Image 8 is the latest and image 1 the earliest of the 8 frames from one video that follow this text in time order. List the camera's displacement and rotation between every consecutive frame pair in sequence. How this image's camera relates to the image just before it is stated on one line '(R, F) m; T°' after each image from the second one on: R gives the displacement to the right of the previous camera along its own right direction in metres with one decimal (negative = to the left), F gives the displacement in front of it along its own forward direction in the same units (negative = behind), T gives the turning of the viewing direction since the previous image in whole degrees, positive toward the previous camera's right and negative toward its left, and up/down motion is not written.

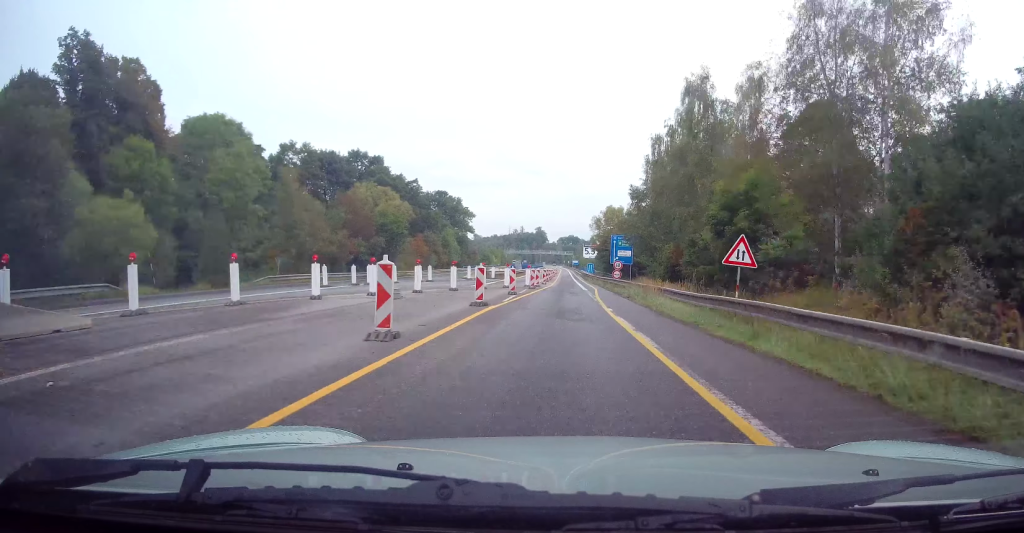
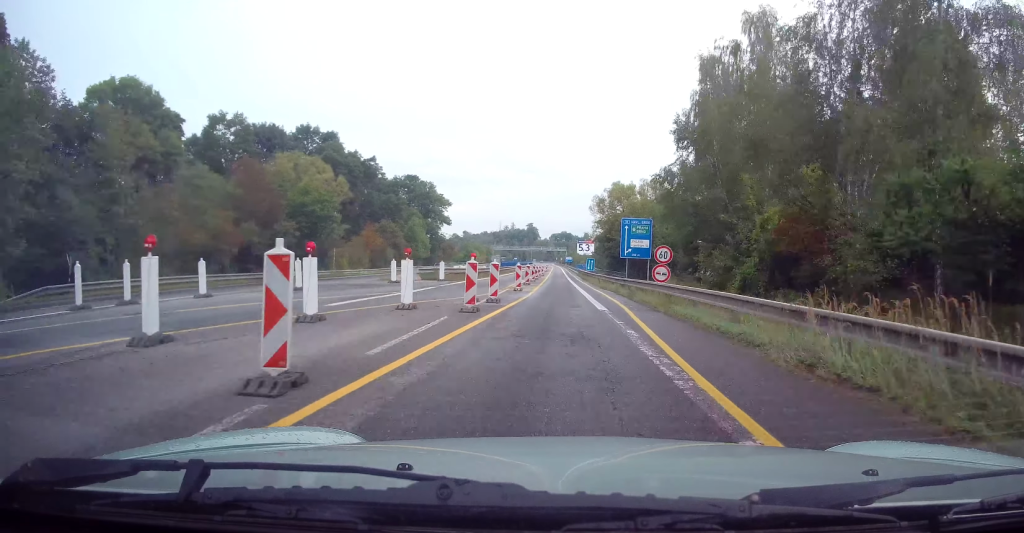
(-0.2, +24.0) m; 0°
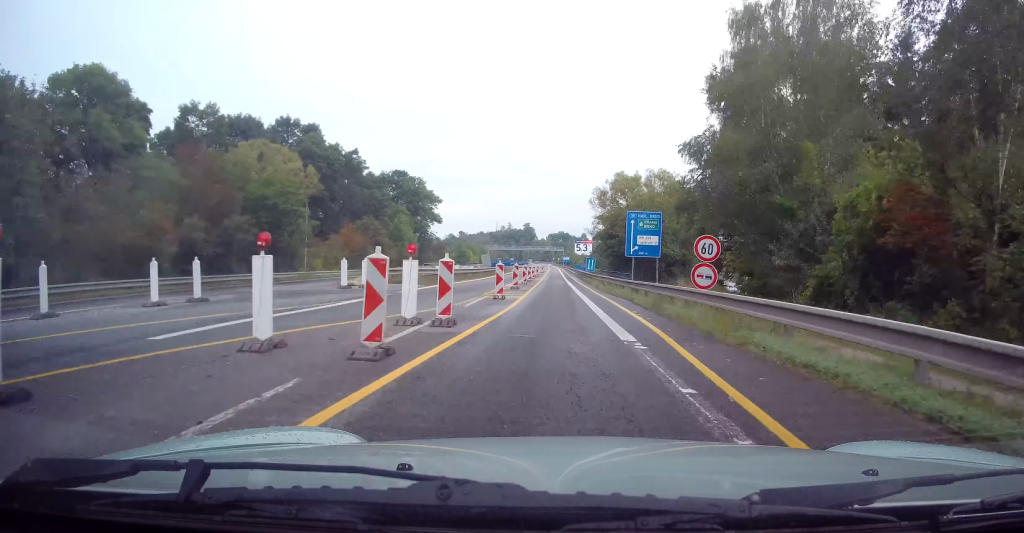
(-0.2, +7.2) m; +1°
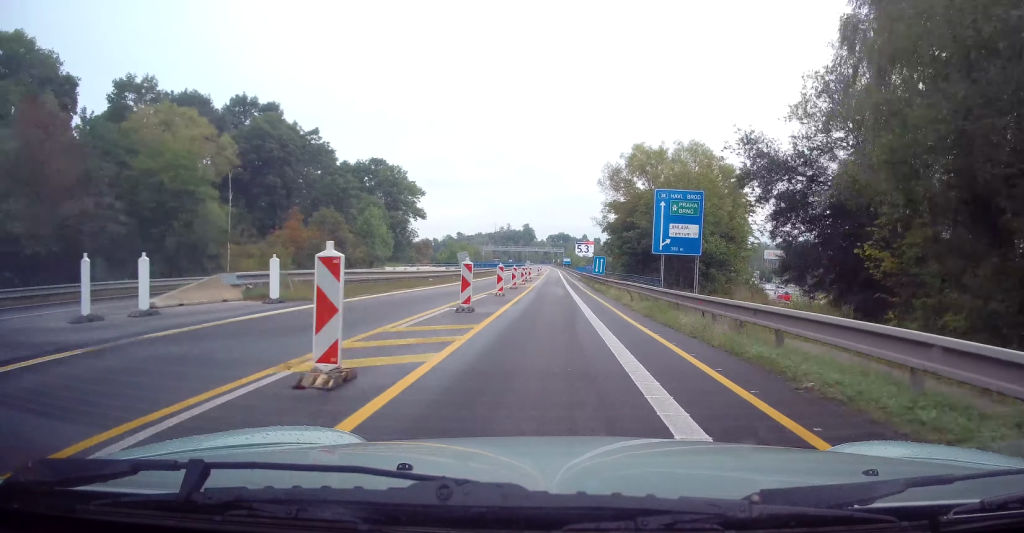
(+0.6, +16.1) m; 0°
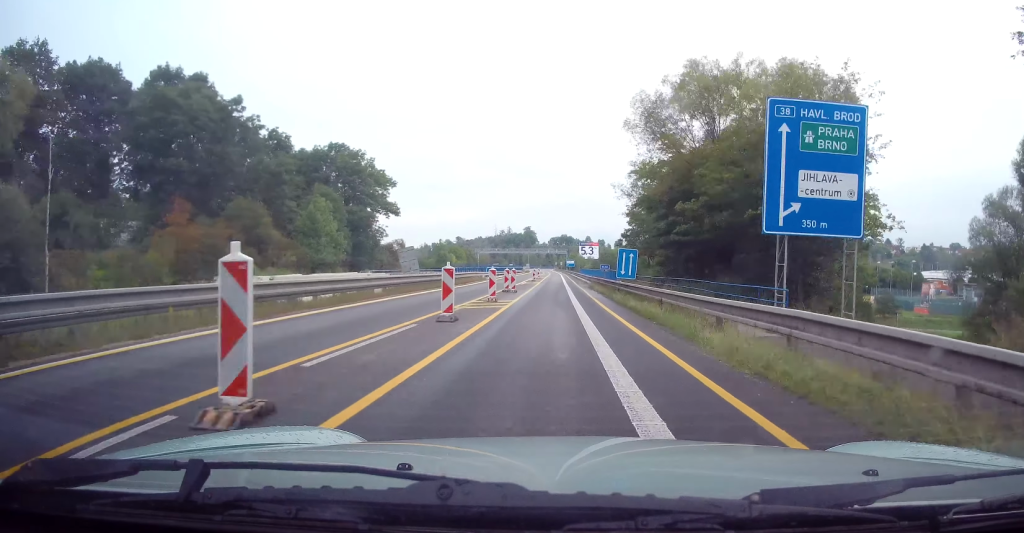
(-0.4, +21.4) m; 0°
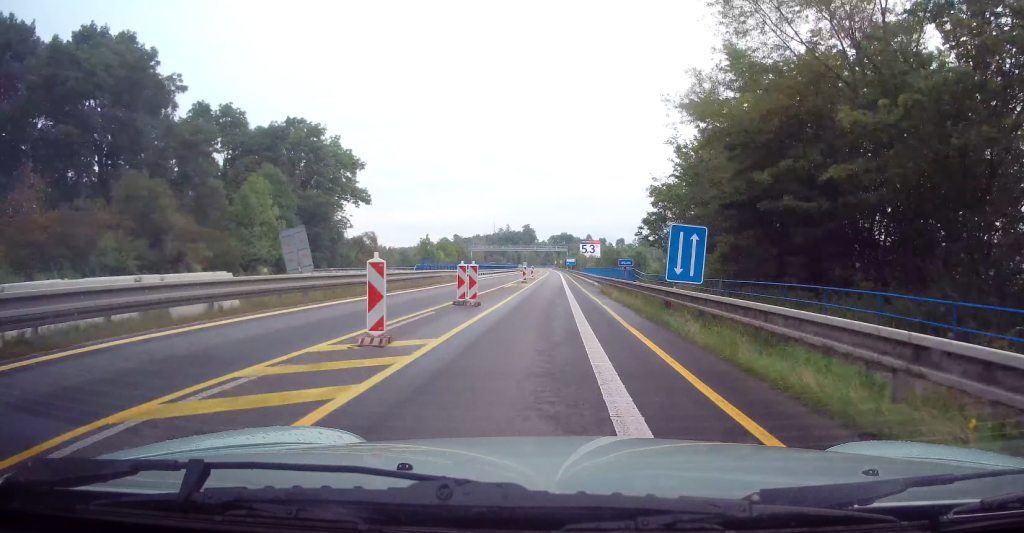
(+0.4, +15.0) m; 0°
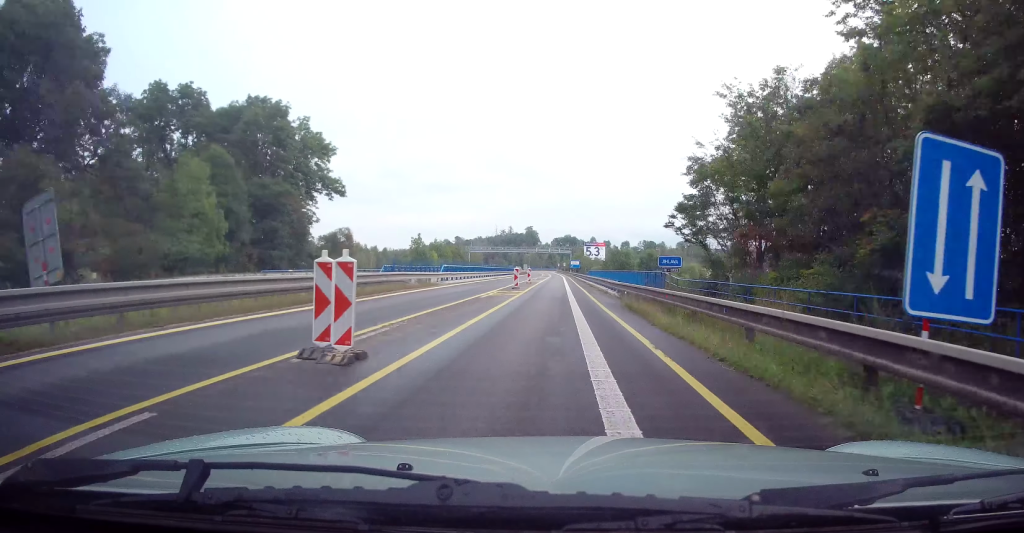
(-0.4, +11.8) m; -2°
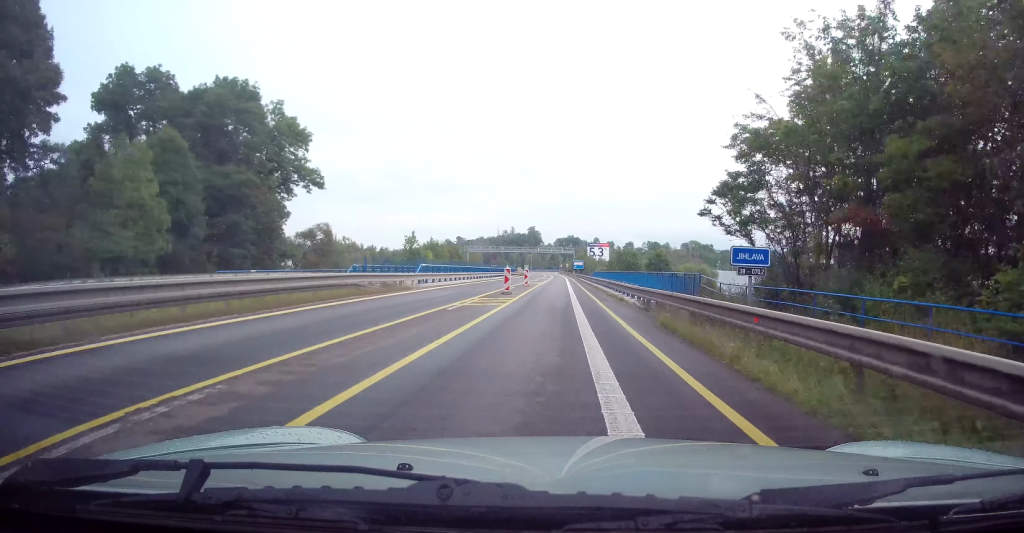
(0.0, +7.2) m; 0°
